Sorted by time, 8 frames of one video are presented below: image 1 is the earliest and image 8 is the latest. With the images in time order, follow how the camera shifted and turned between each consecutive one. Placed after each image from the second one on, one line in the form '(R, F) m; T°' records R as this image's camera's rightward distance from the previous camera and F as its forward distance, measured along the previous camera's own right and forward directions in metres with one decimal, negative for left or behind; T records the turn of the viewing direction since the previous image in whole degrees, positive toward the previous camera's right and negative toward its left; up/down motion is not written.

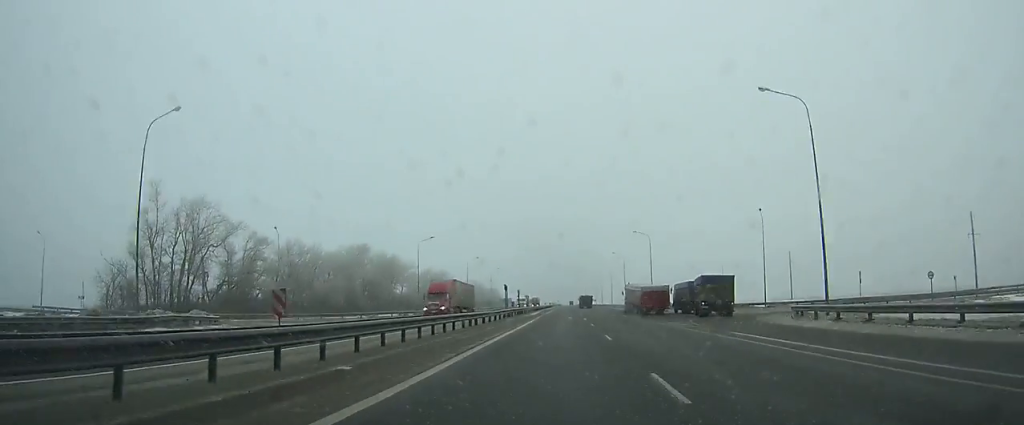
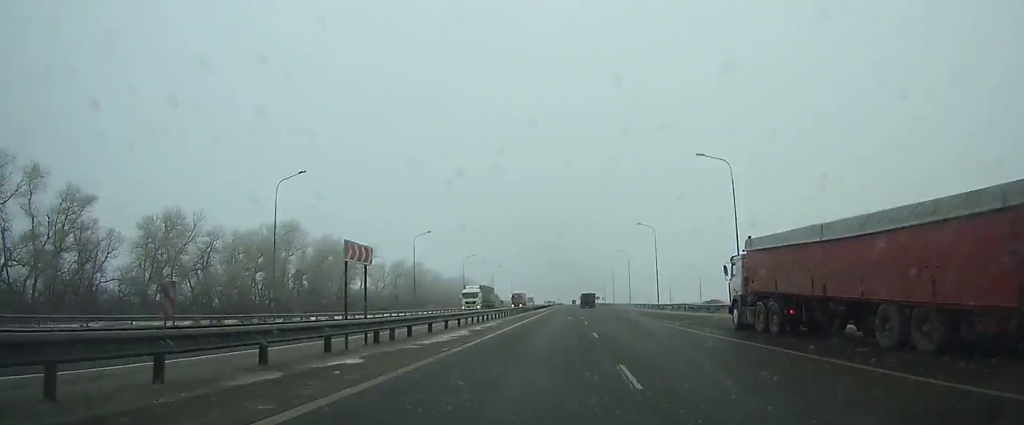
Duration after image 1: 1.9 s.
(+0.1, +53.3) m; 0°
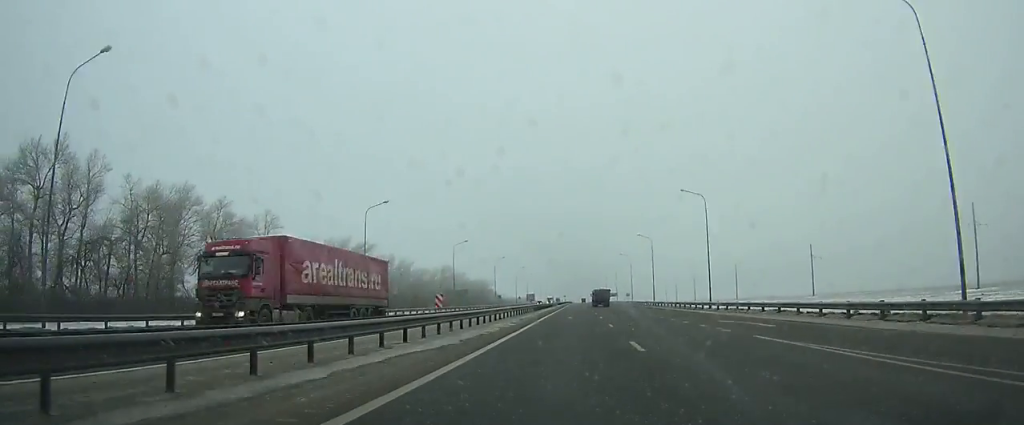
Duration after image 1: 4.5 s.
(-0.3, +73.4) m; 0°
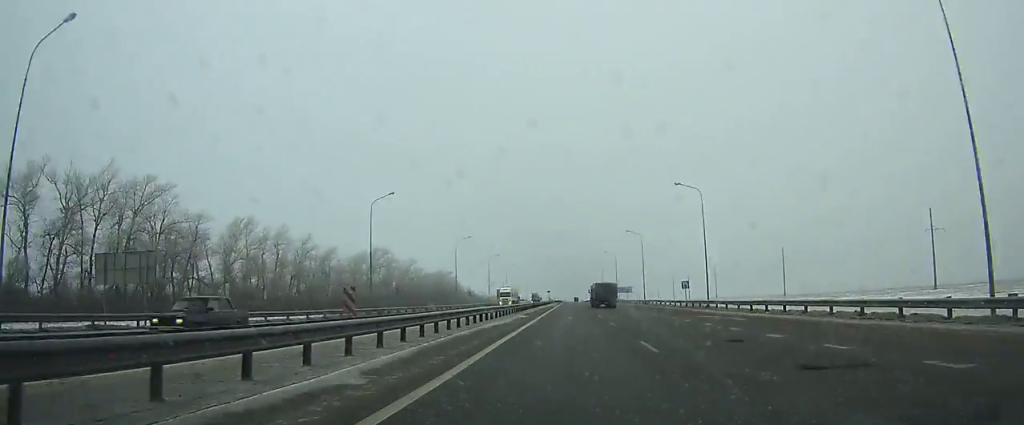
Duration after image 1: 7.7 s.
(+0.2, +89.8) m; 0°
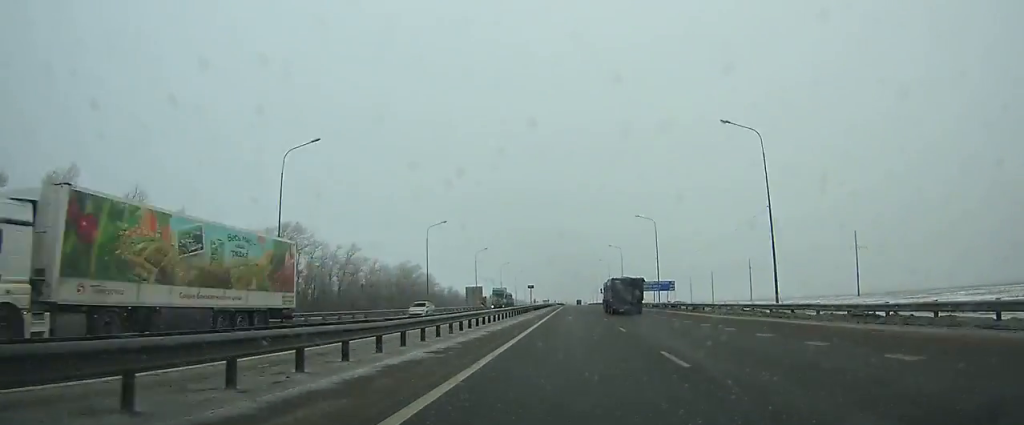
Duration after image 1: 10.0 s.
(+0.1, +63.9) m; 0°
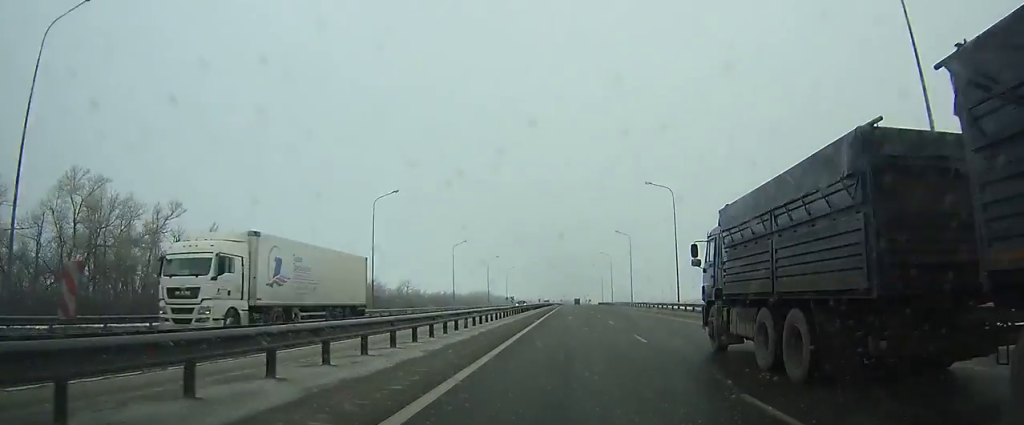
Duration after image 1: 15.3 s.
(+0.1, +146.4) m; 0°
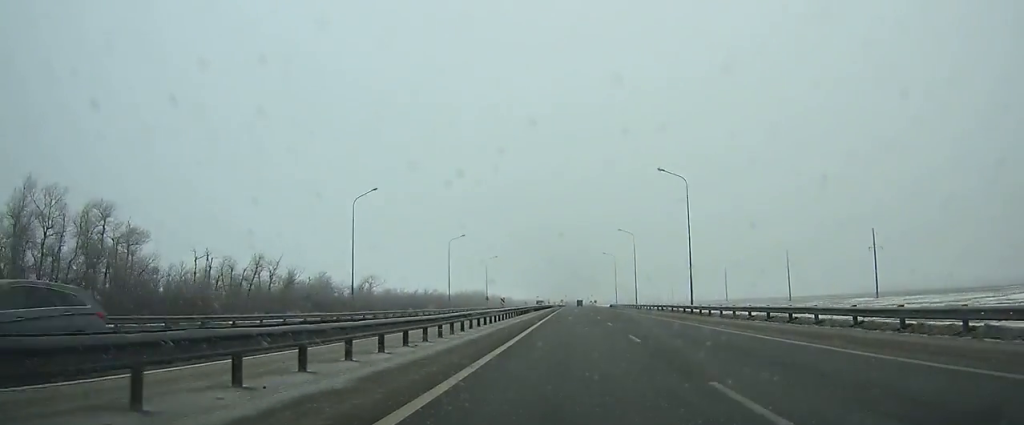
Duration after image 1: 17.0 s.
(0.0, +46.7) m; 0°
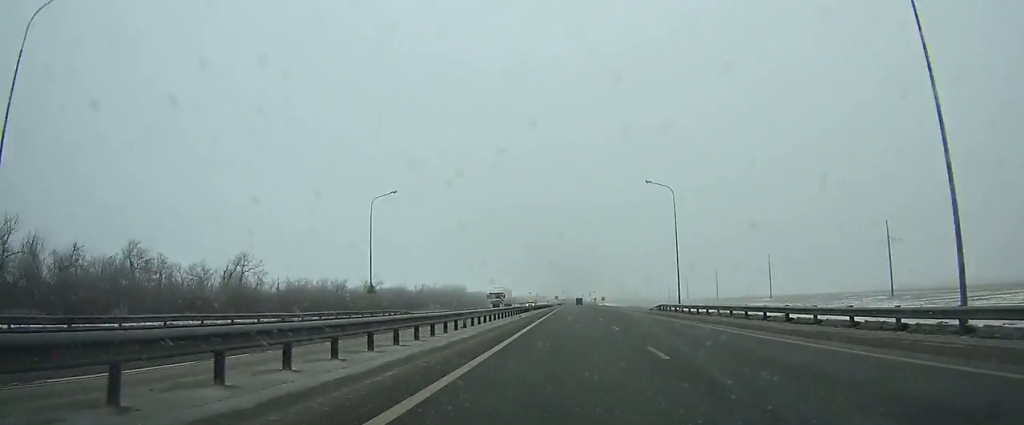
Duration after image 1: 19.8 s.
(+0.1, +76.0) m; 0°
